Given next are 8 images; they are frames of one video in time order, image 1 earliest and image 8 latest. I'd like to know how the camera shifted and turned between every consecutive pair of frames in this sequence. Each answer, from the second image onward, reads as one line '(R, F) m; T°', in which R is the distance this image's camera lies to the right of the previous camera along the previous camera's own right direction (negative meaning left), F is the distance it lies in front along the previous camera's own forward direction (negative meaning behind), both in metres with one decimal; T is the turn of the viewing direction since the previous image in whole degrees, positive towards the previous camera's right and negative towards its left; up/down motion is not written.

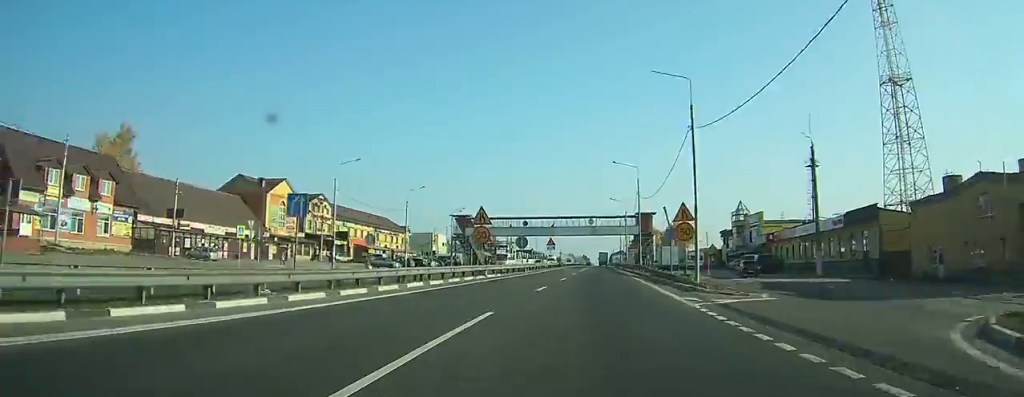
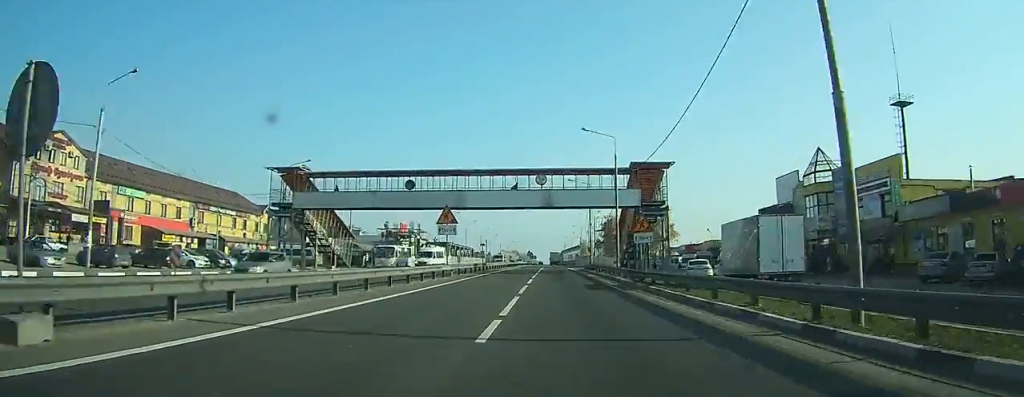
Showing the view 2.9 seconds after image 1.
(+2.6, +50.1) m; +5°
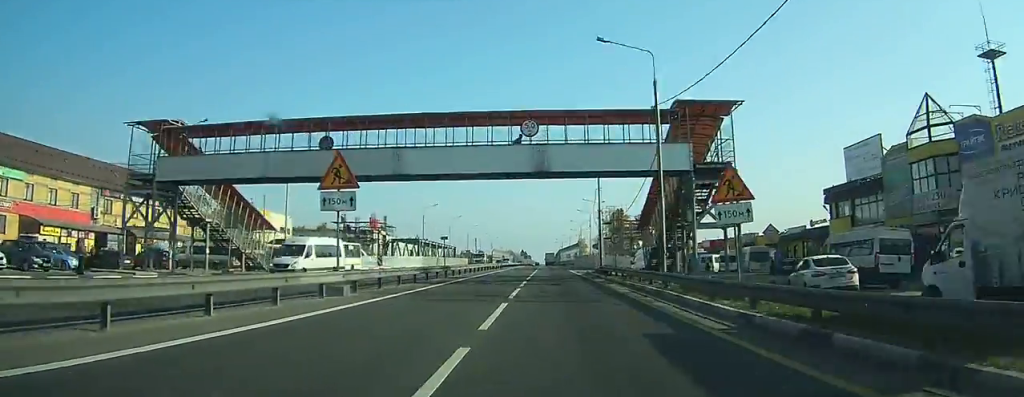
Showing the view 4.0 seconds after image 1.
(+0.4, +18.5) m; +1°
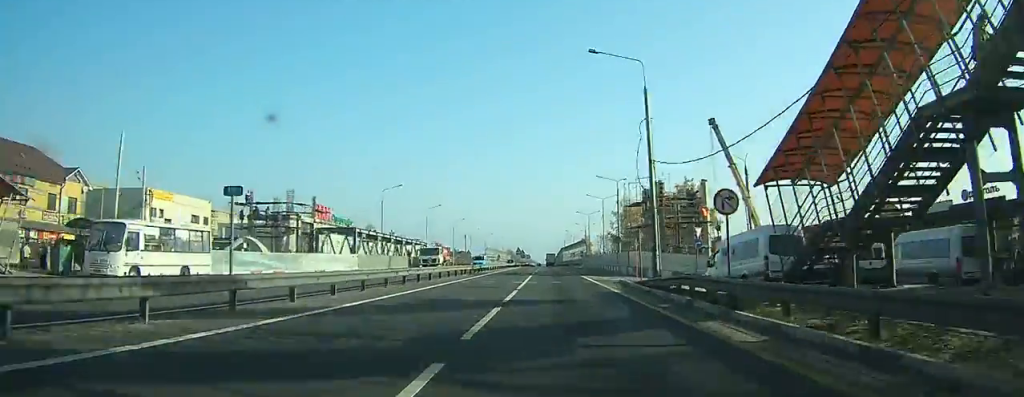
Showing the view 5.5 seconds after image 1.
(+0.1, +25.7) m; 0°
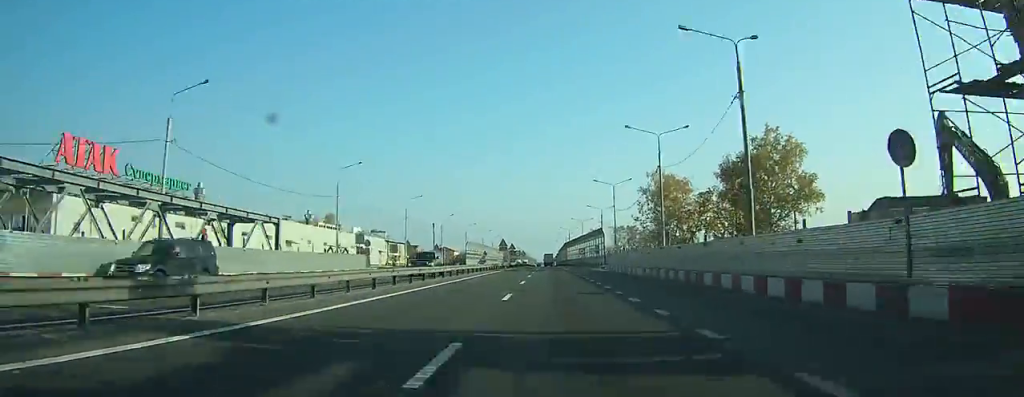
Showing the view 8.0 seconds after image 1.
(+0.1, +45.2) m; 0°
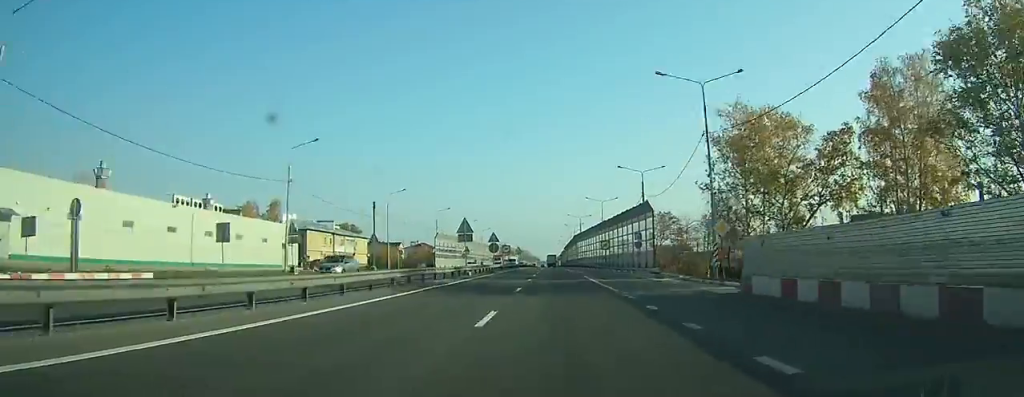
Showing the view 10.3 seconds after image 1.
(0.0, +42.6) m; 0°
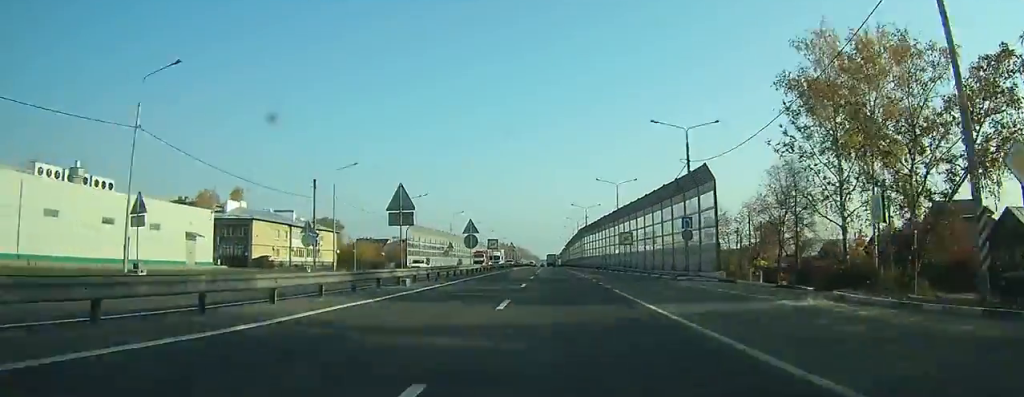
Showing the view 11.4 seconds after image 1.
(+0.1, +20.0) m; 0°
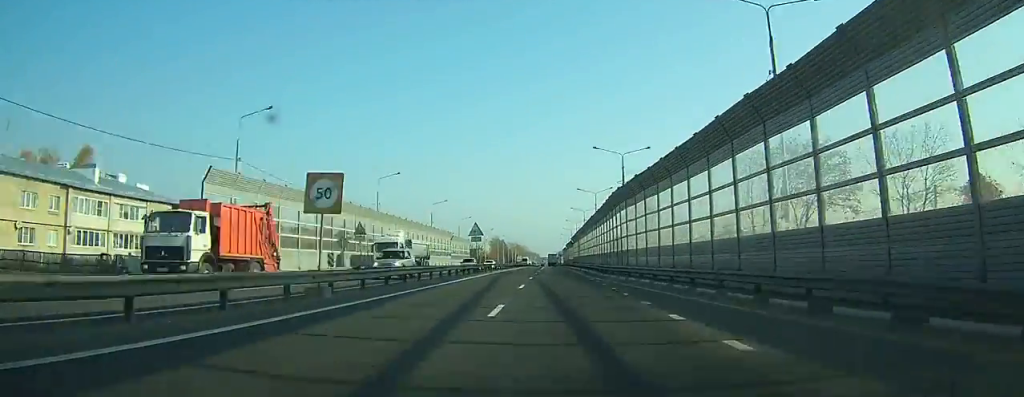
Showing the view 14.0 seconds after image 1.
(+0.2, +49.6) m; 0°
